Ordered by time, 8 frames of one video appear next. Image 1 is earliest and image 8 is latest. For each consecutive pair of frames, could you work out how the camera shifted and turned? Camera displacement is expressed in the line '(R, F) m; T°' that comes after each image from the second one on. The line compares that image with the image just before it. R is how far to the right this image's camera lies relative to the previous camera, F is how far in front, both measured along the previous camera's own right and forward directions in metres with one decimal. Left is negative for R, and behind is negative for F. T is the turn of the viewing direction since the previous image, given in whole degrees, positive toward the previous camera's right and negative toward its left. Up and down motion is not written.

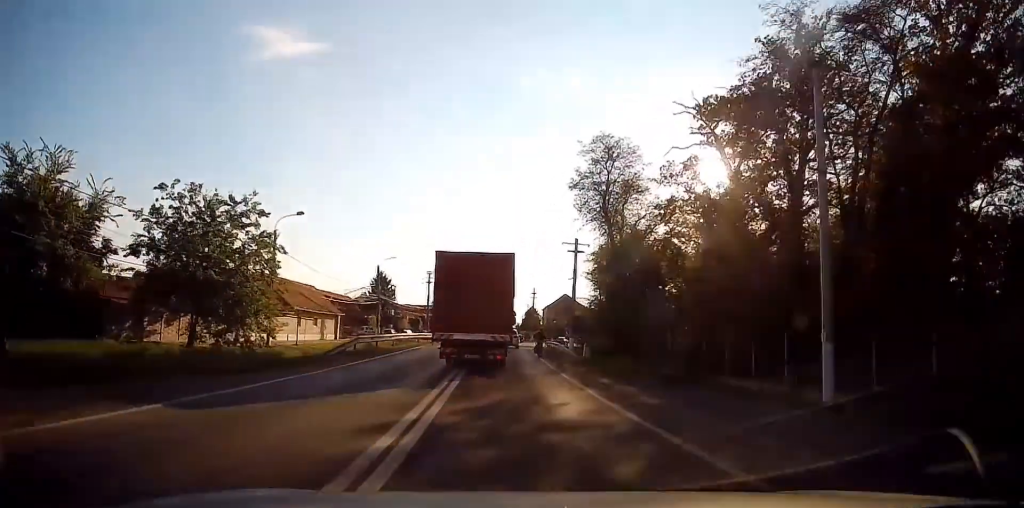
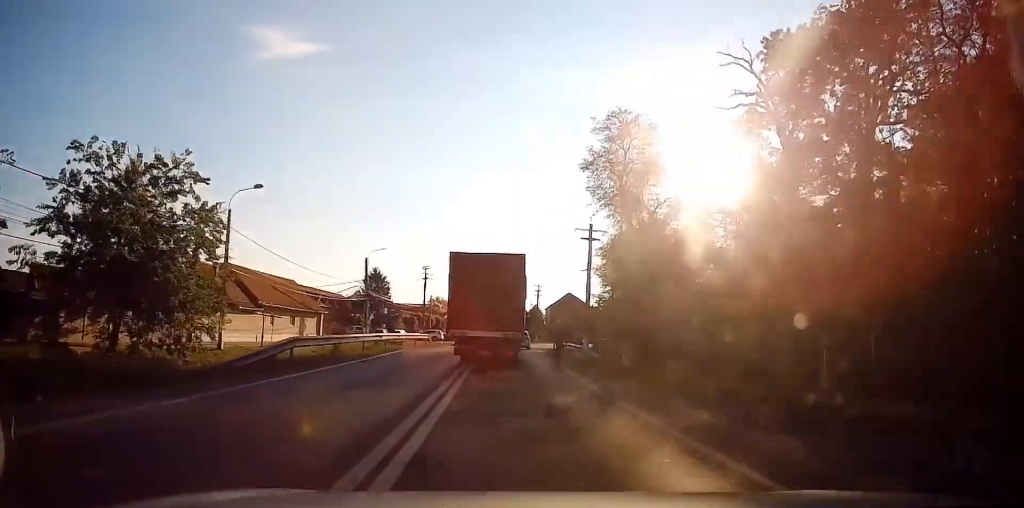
(-0.2, +7.5) m; 0°
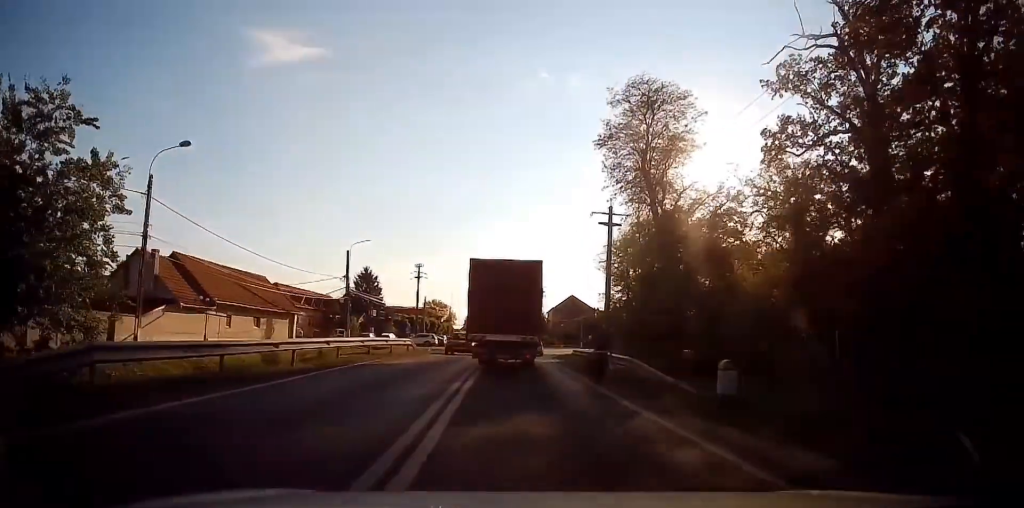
(+0.2, +8.2) m; +2°
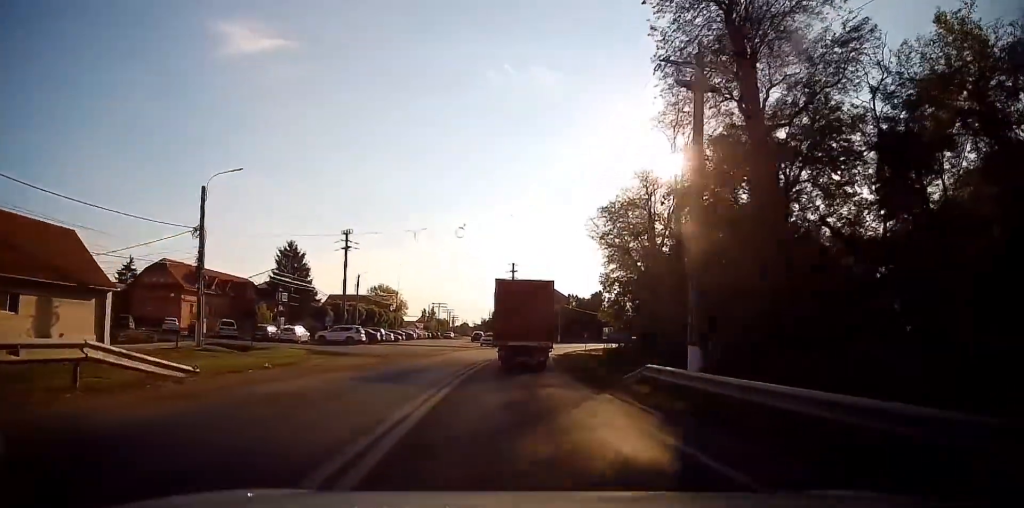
(+0.6, +24.0) m; +2°
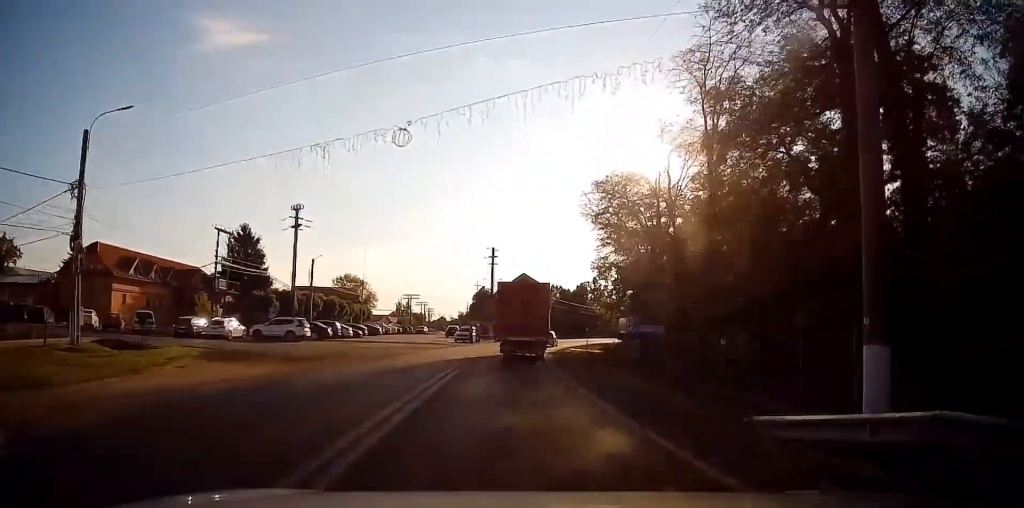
(+0.2, +9.7) m; +3°
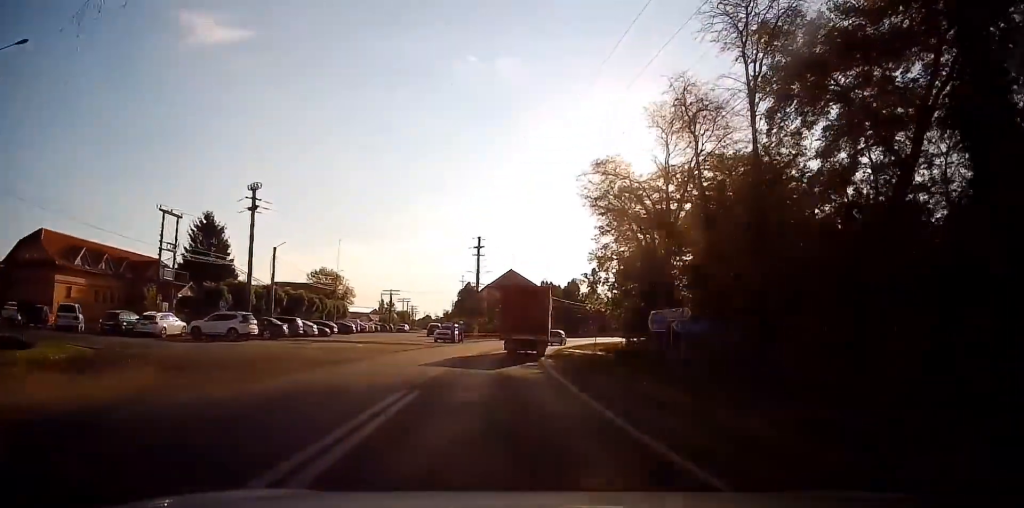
(+0.2, +6.5) m; +1°
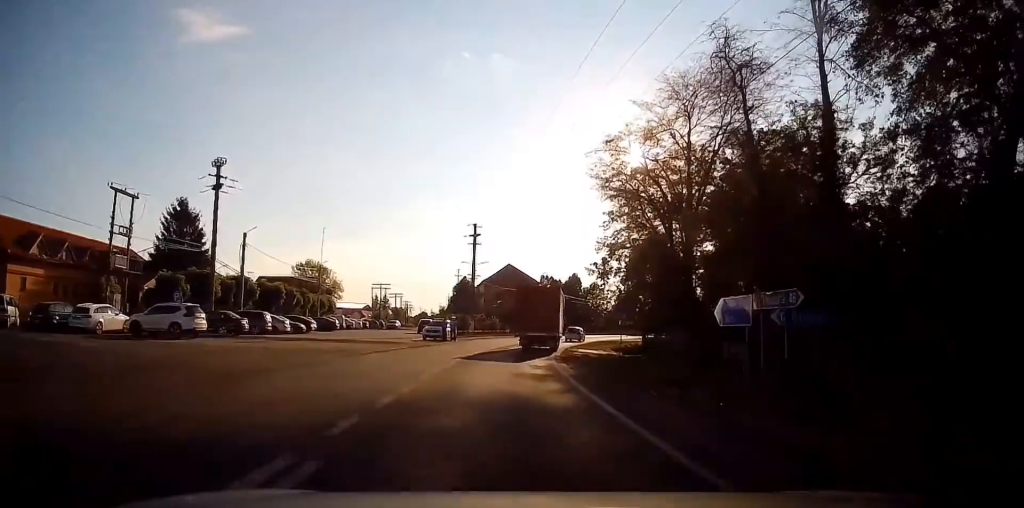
(-0.1, +5.4) m; -1°
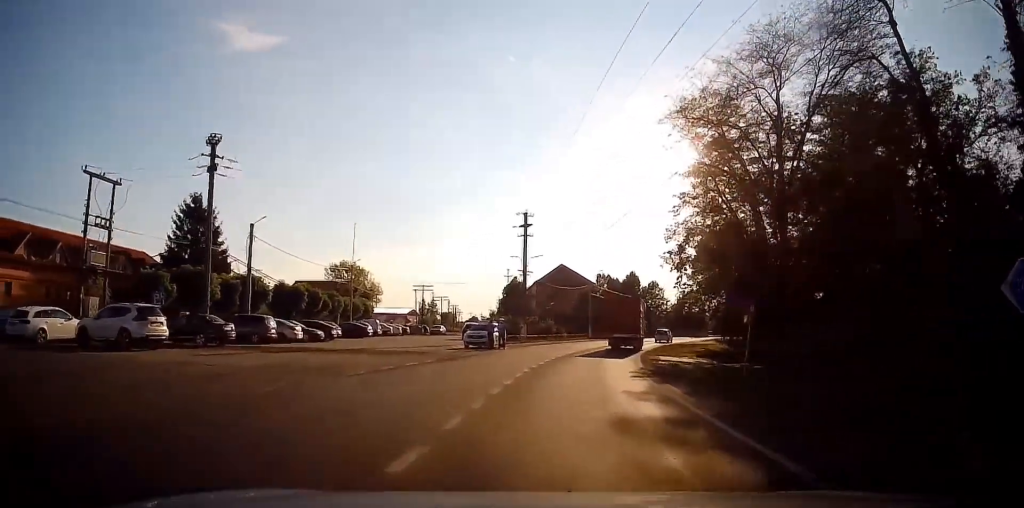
(0.0, +7.8) m; -9°
